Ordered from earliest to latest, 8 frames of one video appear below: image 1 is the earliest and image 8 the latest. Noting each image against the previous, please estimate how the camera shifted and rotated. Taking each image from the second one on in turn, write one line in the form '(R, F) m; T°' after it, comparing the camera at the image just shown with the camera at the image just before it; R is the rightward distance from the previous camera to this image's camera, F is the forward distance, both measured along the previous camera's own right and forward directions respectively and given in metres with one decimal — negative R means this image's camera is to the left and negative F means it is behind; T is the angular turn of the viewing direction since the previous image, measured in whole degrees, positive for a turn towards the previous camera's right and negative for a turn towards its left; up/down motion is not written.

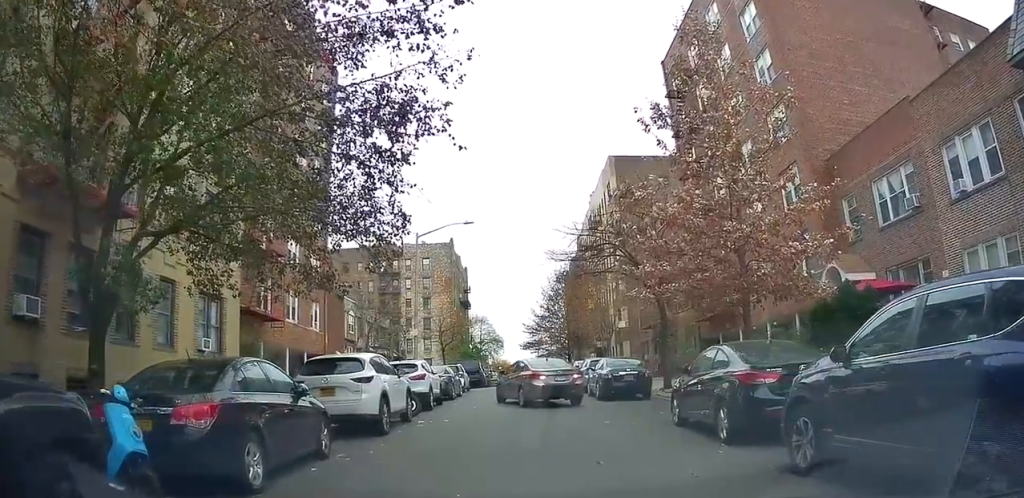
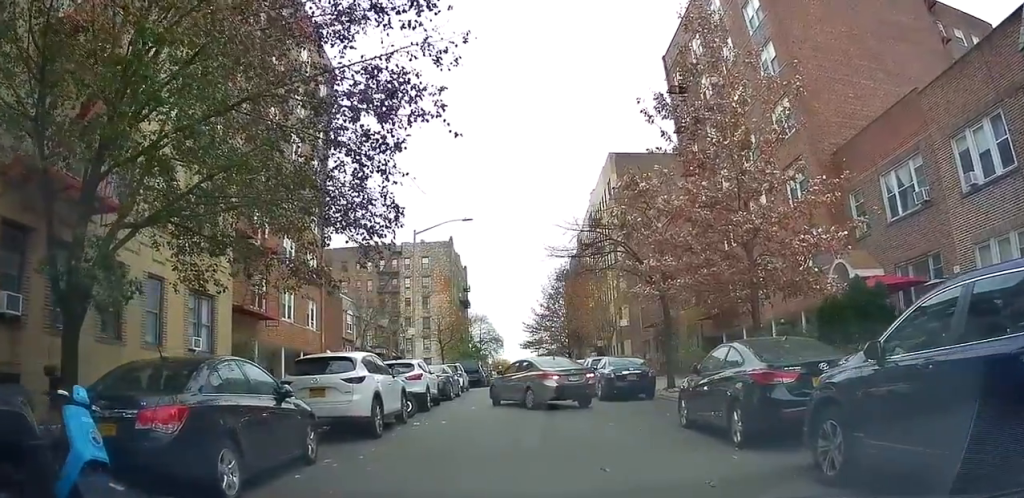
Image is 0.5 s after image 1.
(0.0, +0.8) m; +3°
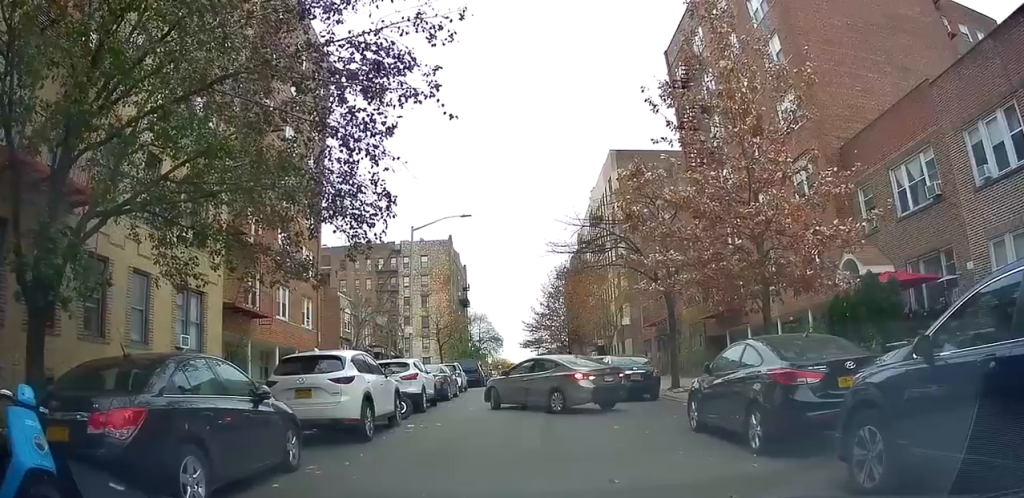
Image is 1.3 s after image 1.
(0.0, +1.1) m; 0°
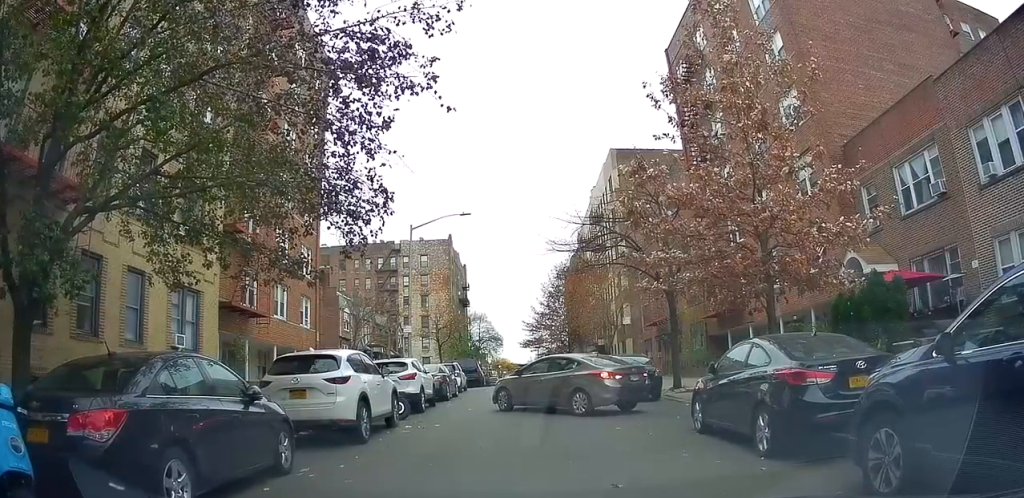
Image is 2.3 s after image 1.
(0.0, +0.9) m; 0°
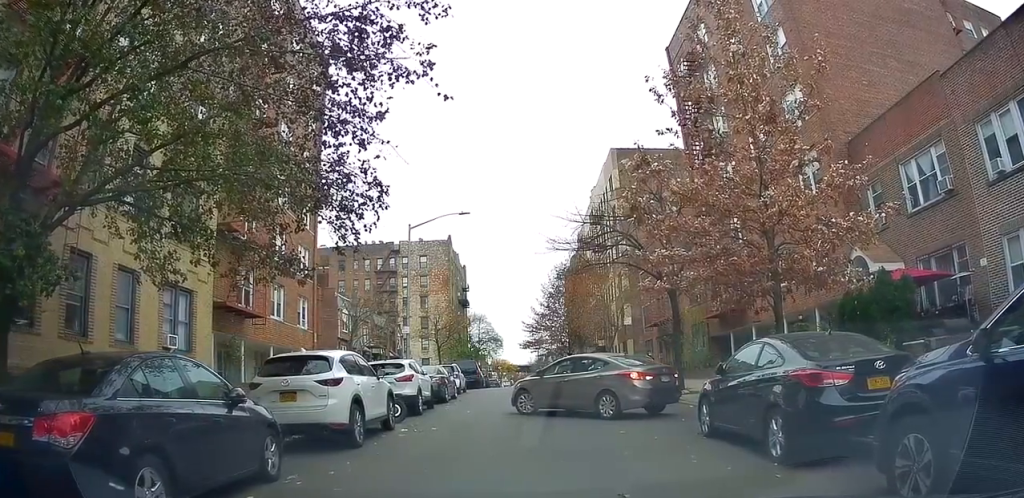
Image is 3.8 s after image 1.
(0.0, +1.0) m; 0°
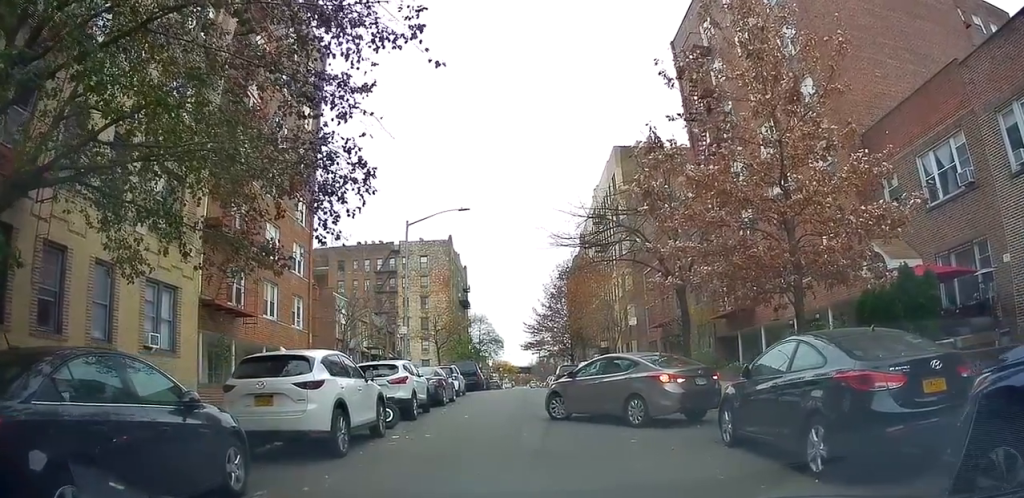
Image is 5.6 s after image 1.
(0.0, +1.7) m; +2°
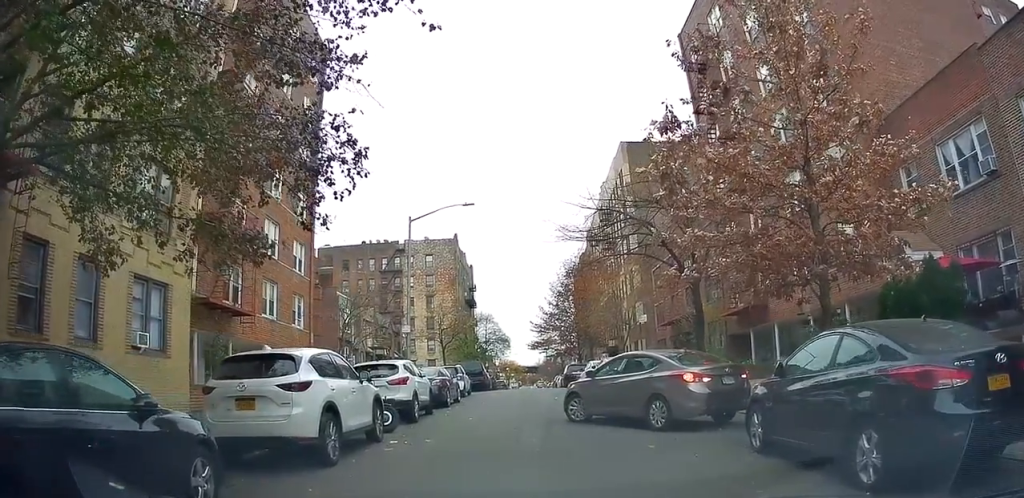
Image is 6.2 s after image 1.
(0.0, +0.9) m; +3°
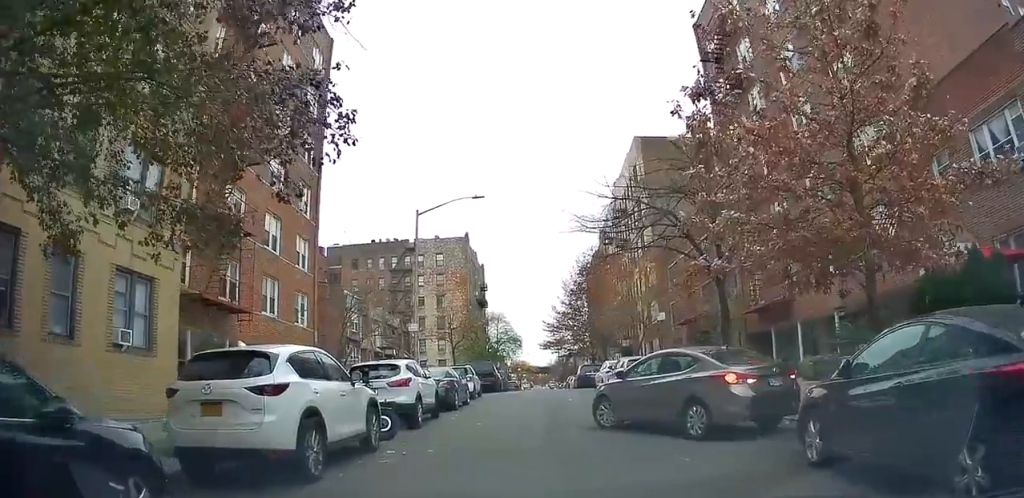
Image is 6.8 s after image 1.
(+0.1, +1.2) m; +4°
